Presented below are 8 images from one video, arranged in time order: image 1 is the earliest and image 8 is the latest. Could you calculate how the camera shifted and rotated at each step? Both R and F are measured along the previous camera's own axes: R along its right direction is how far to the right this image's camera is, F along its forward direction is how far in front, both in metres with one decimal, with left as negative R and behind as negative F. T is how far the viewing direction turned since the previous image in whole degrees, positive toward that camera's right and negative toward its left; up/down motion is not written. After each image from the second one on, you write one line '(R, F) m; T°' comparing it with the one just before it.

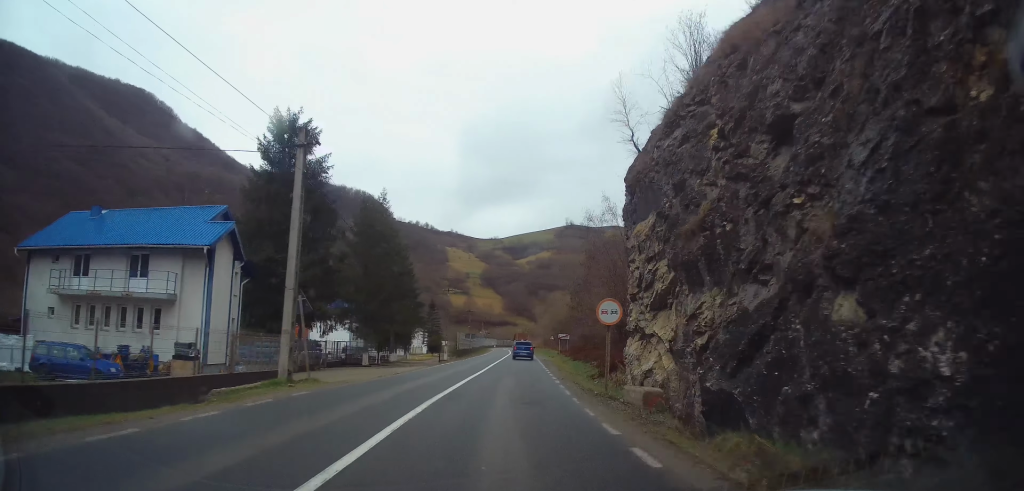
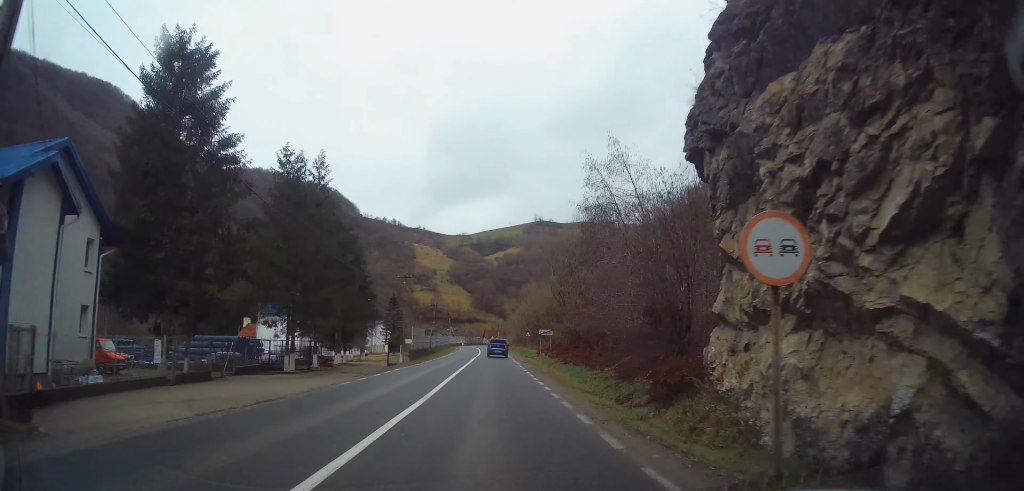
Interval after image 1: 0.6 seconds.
(+0.7, +10.9) m; +2°
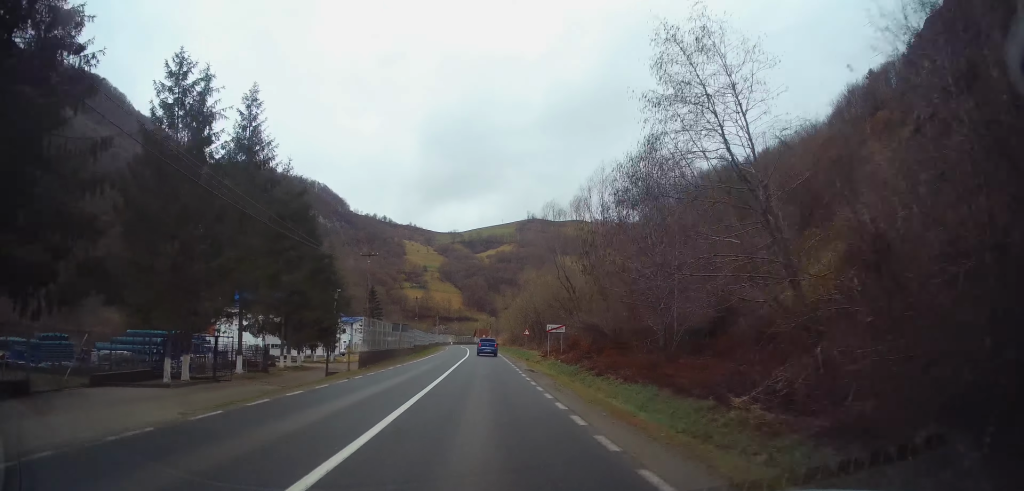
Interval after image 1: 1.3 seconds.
(+0.4, +12.1) m; +1°
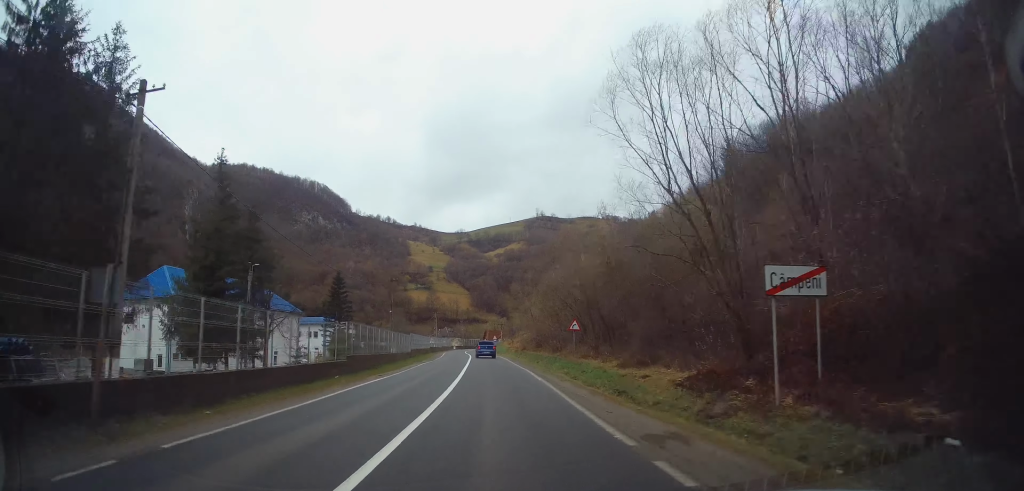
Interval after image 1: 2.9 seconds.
(-0.3, +28.1) m; 0°
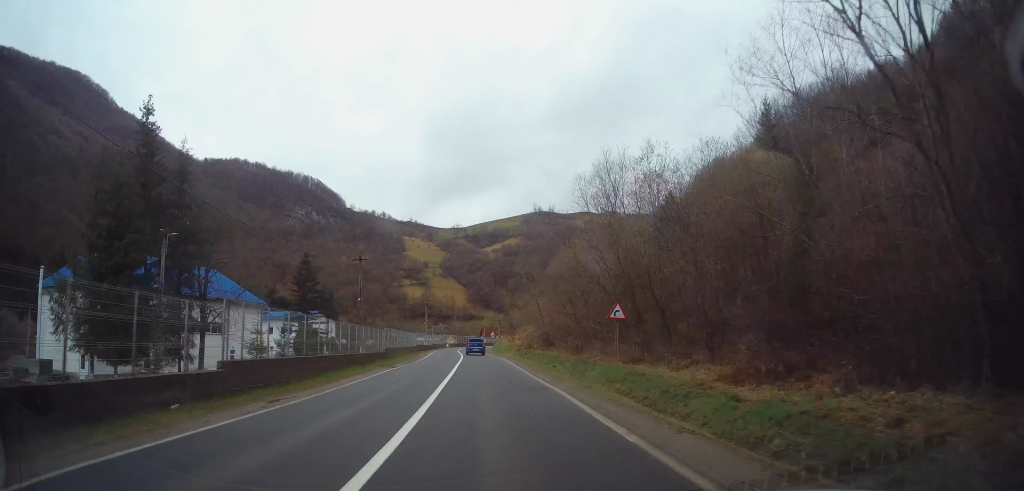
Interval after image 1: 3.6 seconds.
(0.0, +11.8) m; -1°
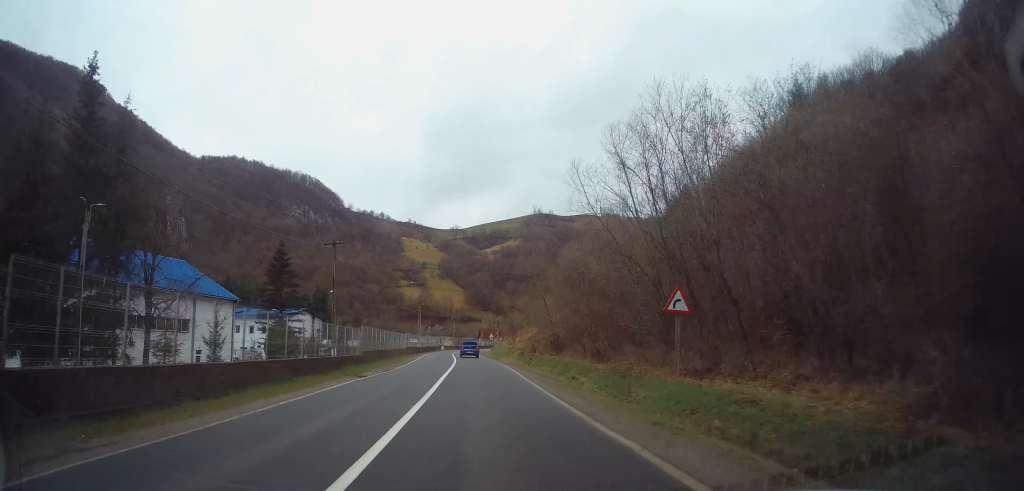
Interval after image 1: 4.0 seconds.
(+0.1, +7.1) m; 0°
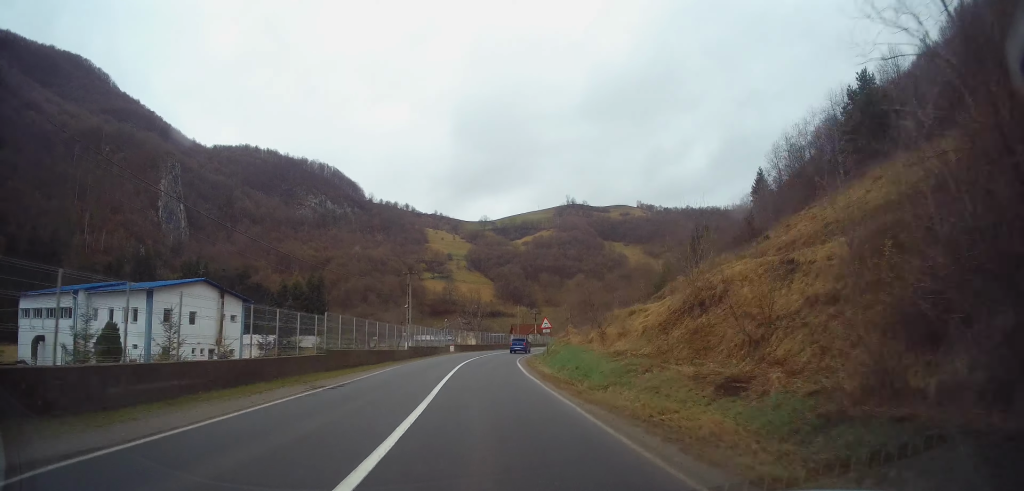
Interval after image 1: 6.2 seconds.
(-0.2, +39.3) m; -1°
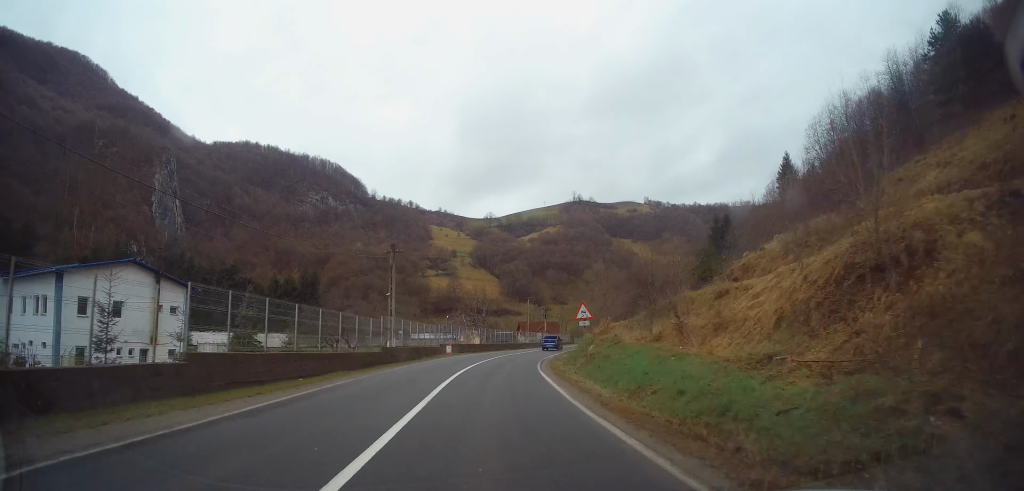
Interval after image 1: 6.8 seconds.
(-0.4, +11.5) m; 0°
